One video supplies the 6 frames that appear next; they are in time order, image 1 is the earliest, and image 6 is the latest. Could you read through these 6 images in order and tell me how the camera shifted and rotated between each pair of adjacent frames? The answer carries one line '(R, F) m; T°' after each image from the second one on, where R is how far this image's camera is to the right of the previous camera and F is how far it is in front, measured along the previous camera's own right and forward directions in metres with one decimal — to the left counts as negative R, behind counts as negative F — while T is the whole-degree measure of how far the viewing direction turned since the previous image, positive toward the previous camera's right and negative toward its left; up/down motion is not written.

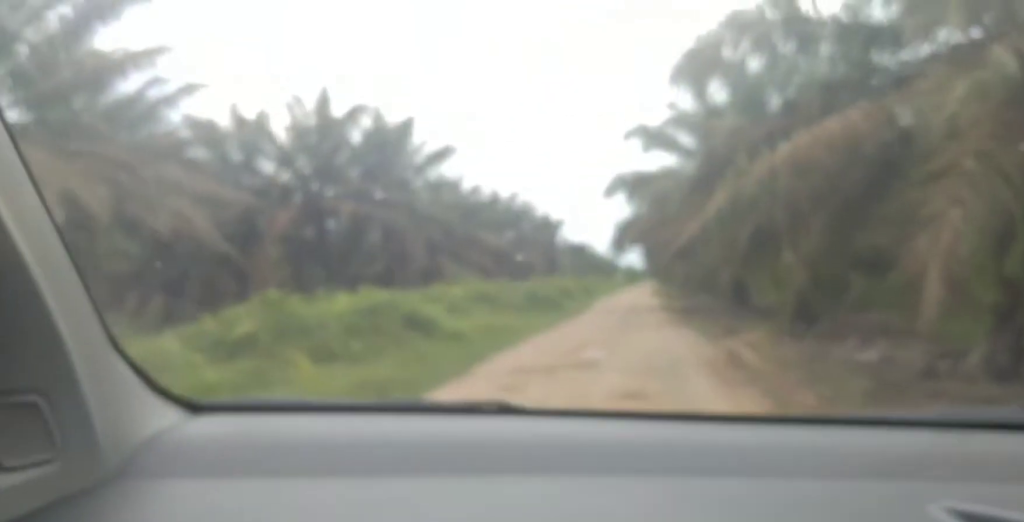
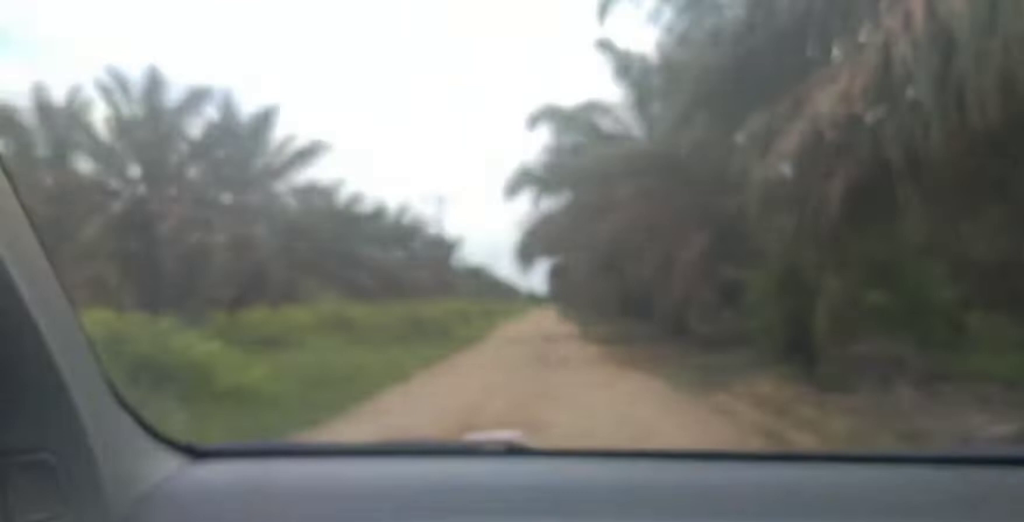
(+0.5, +8.8) m; +5°
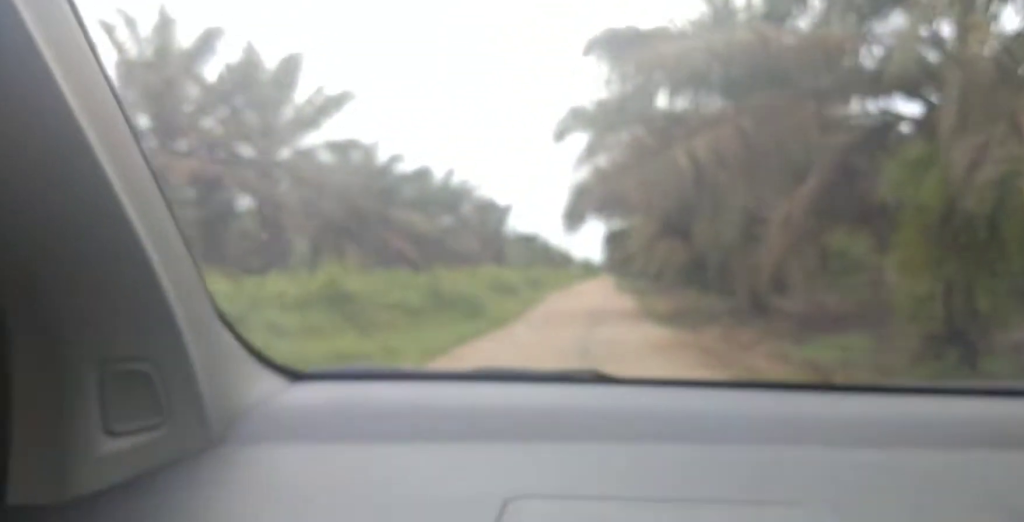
(-0.1, +5.3) m; -3°
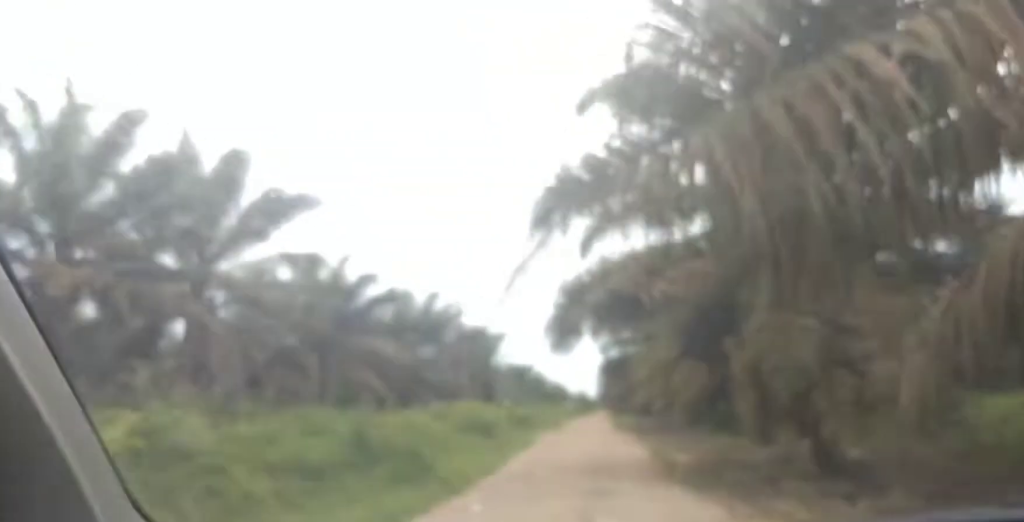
(-0.1, +7.7) m; 0°
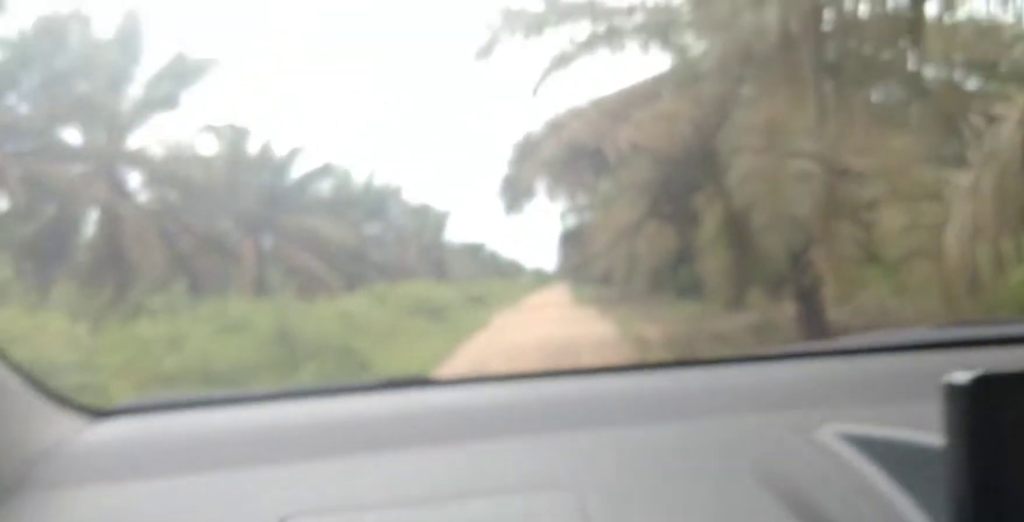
(0.0, +2.1) m; 0°
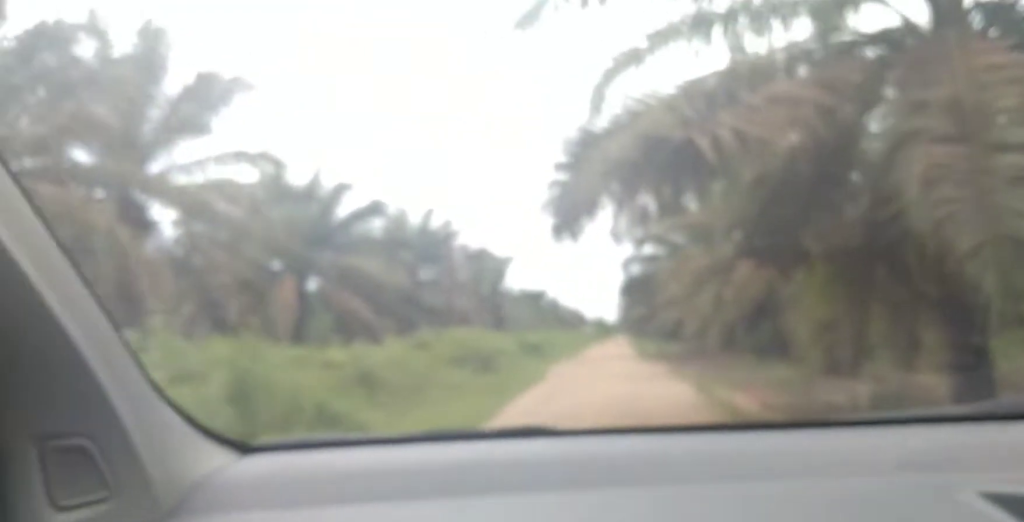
(0.0, +4.2) m; 0°
